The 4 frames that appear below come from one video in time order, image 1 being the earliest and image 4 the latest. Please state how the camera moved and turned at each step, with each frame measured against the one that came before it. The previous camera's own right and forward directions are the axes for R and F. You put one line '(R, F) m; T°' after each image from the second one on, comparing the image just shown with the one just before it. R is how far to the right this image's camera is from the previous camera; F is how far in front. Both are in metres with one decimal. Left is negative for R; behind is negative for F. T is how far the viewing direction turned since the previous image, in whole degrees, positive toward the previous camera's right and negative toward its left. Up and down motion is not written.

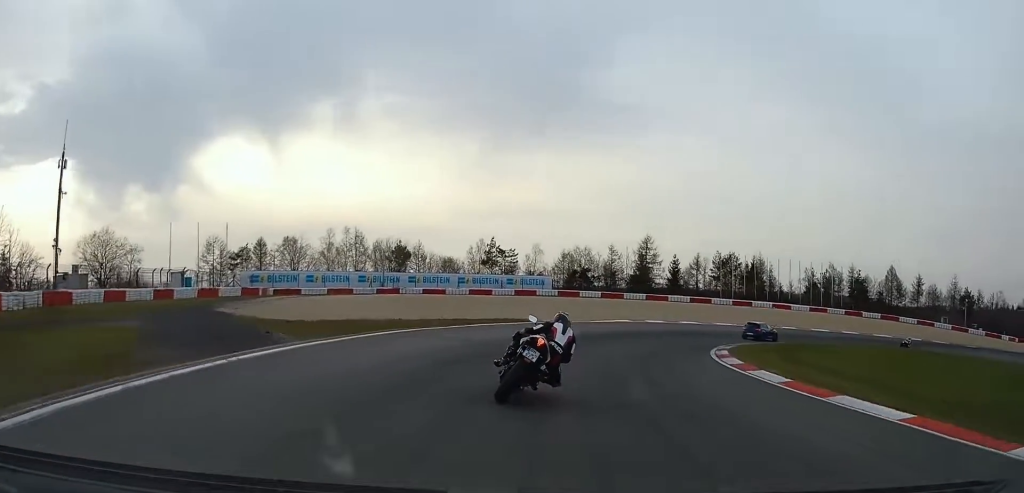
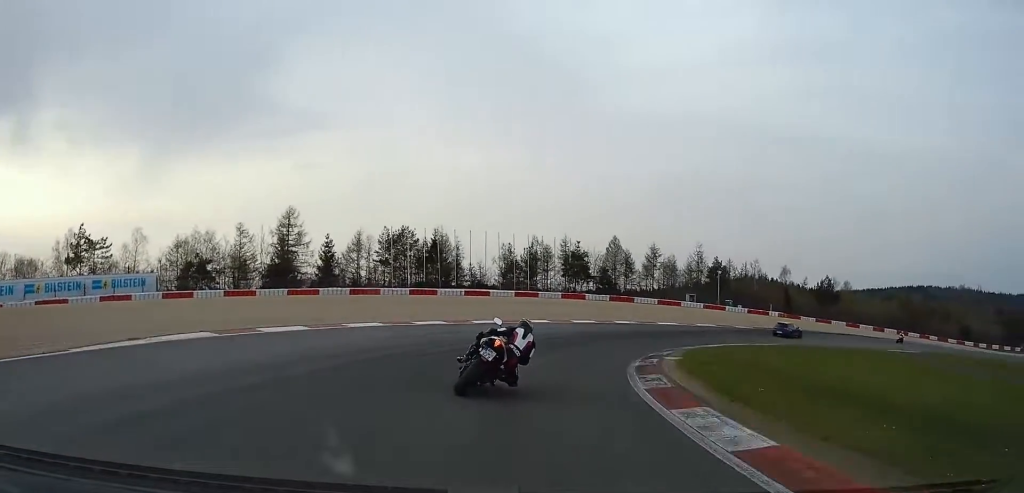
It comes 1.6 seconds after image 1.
(+9.2, +33.5) m; +36°
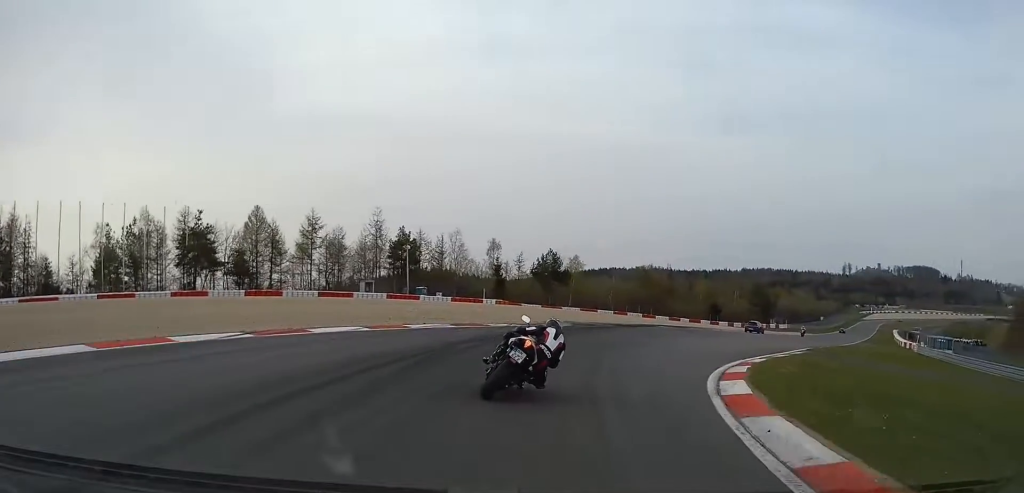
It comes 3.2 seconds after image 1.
(+10.8, +35.5) m; +30°
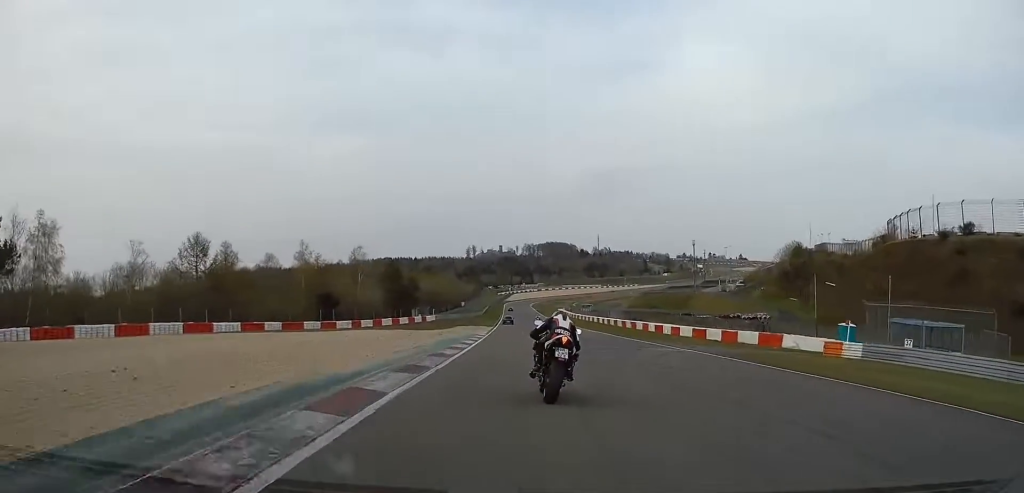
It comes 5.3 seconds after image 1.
(+17.1, +59.9) m; +25°
